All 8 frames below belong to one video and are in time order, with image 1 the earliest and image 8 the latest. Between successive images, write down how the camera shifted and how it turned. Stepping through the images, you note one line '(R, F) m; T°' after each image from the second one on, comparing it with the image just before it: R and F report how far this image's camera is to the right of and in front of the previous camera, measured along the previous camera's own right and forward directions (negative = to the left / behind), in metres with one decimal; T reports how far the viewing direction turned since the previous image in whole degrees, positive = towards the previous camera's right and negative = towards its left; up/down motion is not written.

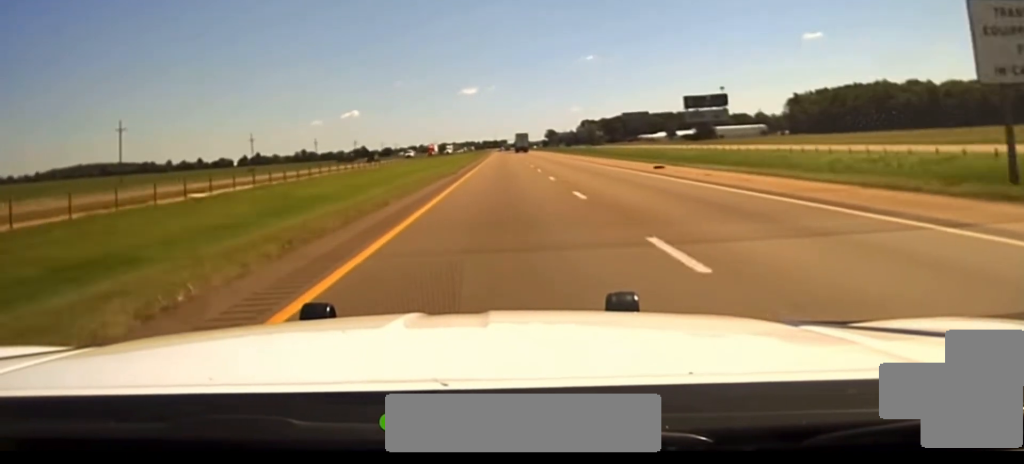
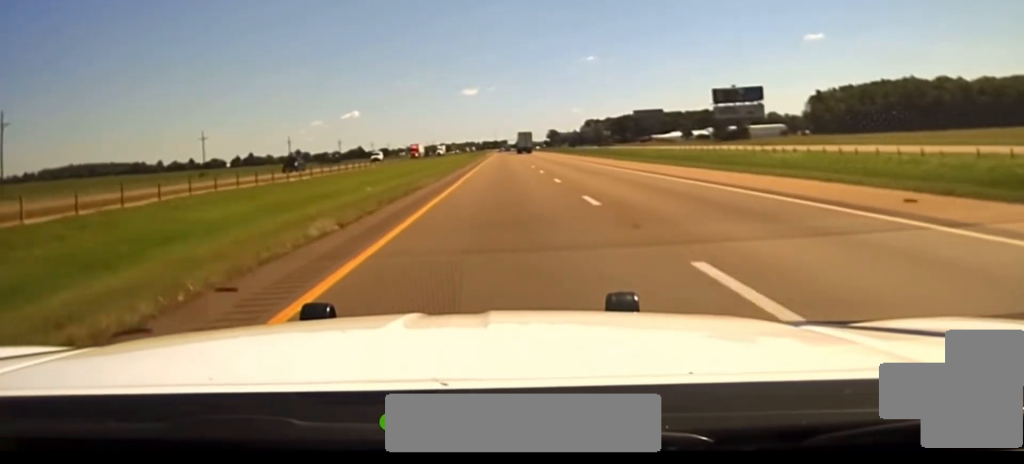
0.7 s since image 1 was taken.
(0.0, +40.9) m; 0°
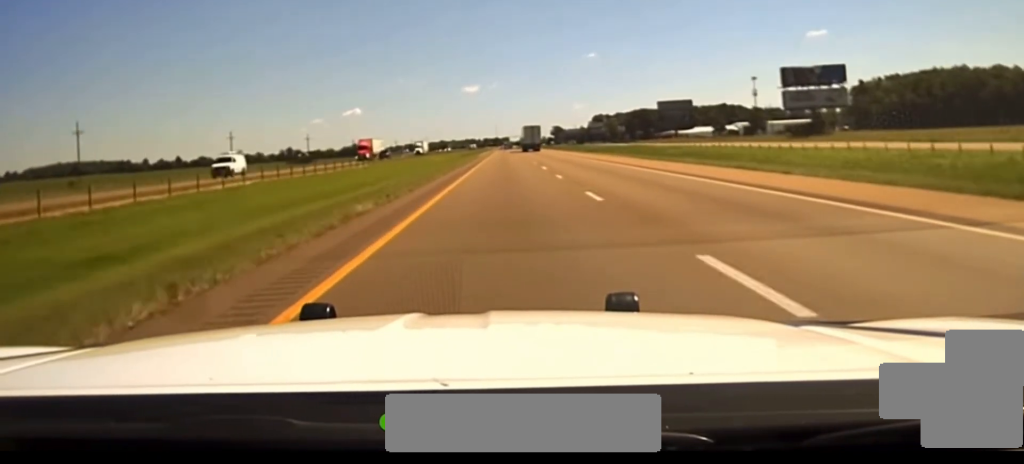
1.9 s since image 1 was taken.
(0.0, +61.6) m; 0°
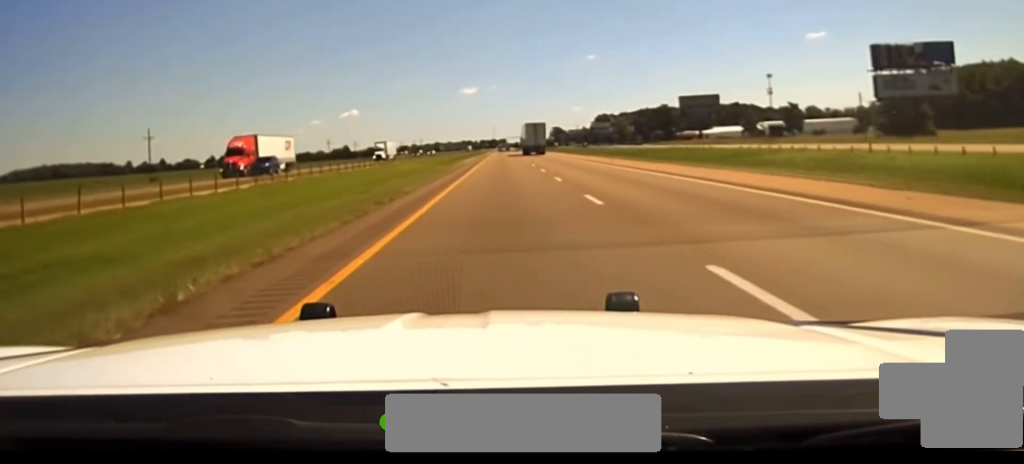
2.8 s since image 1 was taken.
(0.0, +49.2) m; 0°
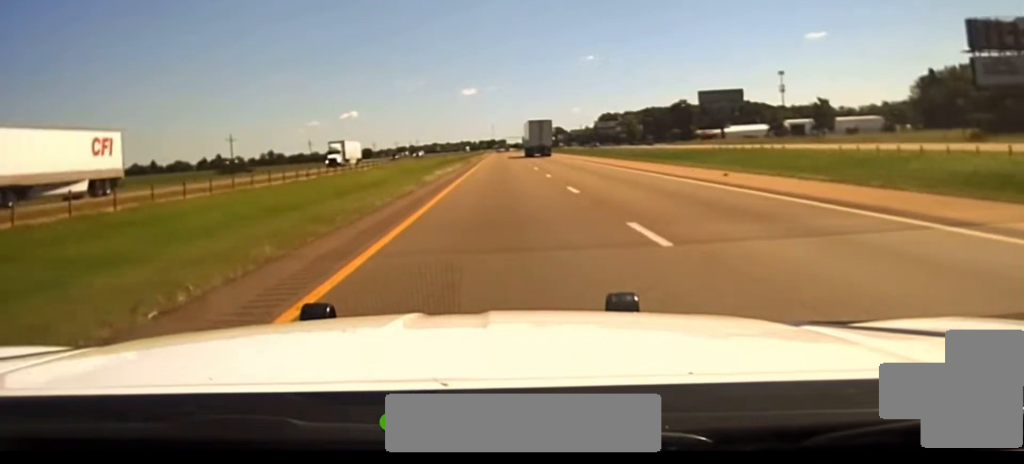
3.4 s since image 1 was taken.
(0.0, +31.1) m; 0°
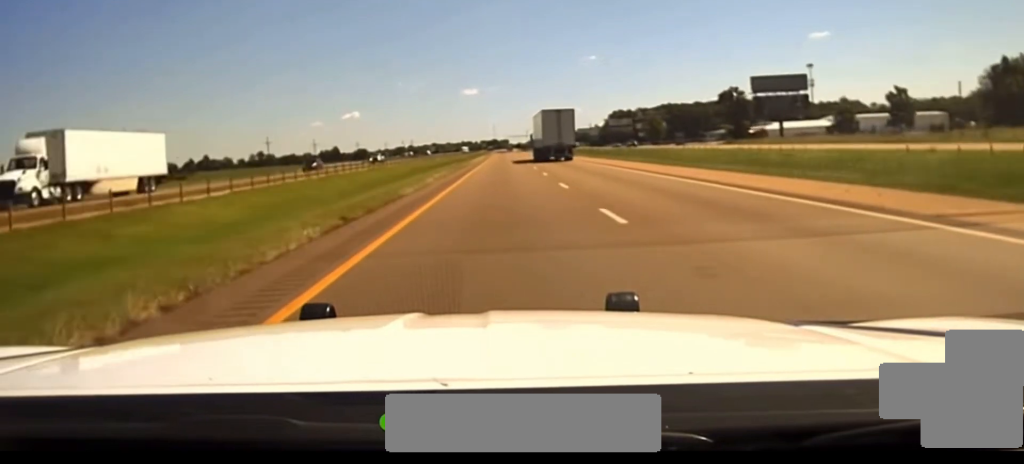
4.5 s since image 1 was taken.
(-0.1, +55.7) m; -1°
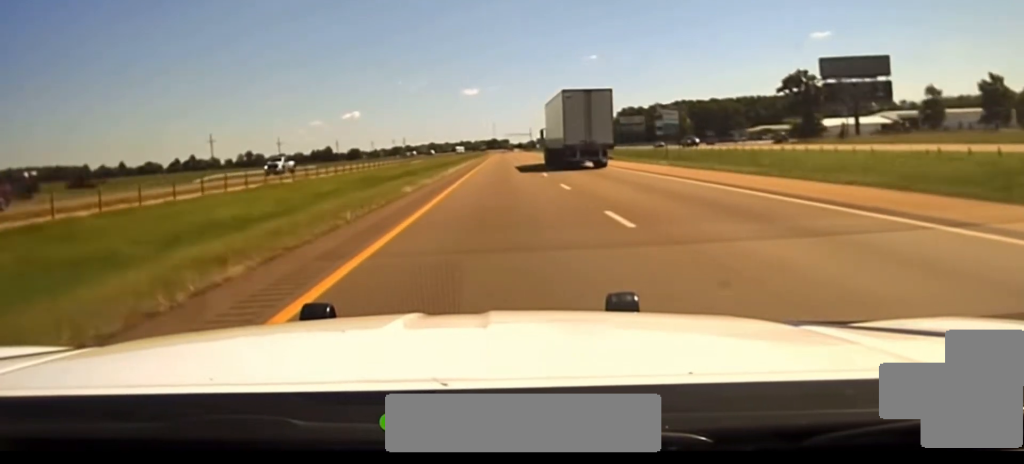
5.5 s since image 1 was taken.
(-0.4, +47.4) m; 0°
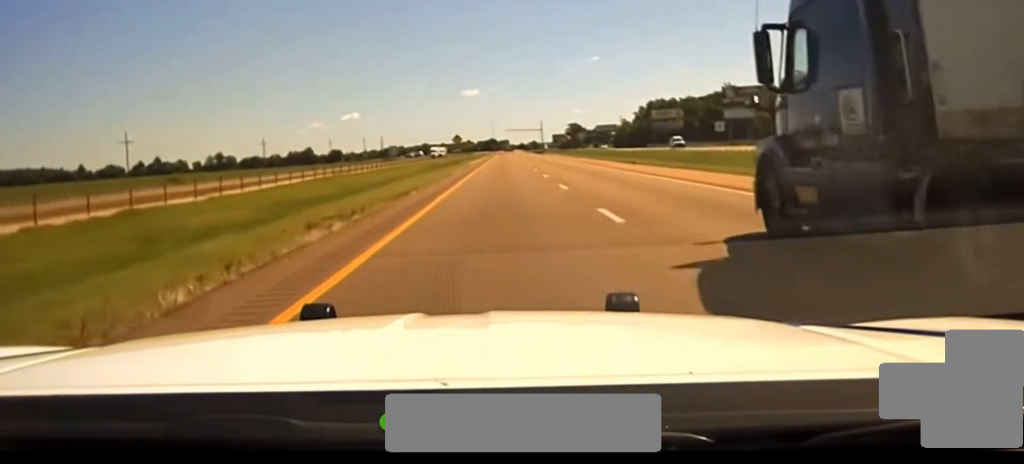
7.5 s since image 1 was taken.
(+1.0, +109.0) m; 0°
